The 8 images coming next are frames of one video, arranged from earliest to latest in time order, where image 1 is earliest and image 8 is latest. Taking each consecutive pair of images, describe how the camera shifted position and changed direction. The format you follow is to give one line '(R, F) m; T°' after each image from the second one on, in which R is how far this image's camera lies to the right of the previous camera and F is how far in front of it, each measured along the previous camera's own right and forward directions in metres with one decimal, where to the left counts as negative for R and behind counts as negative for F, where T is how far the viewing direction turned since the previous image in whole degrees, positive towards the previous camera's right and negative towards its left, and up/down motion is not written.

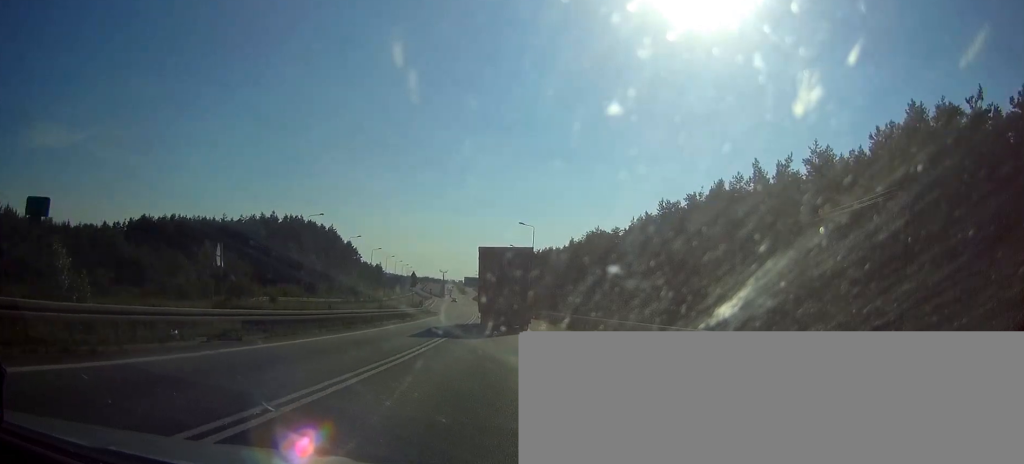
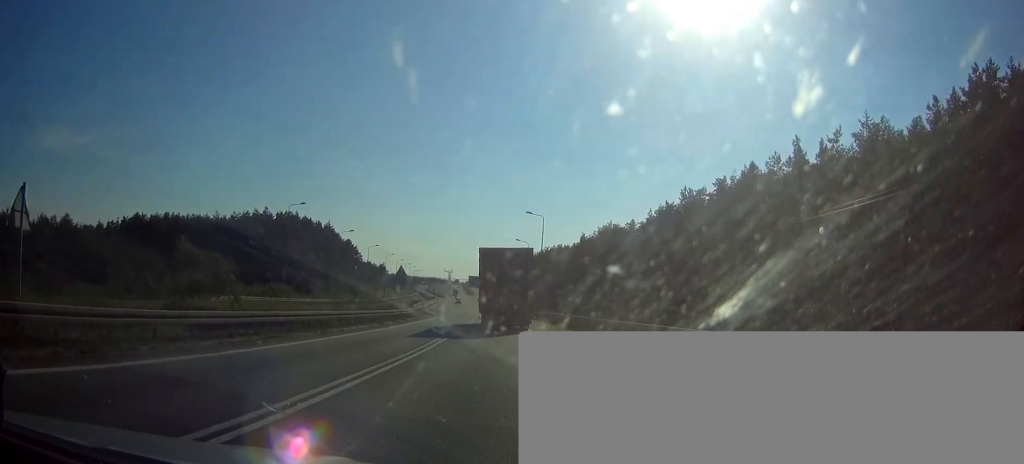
(-0.1, +11.2) m; -1°
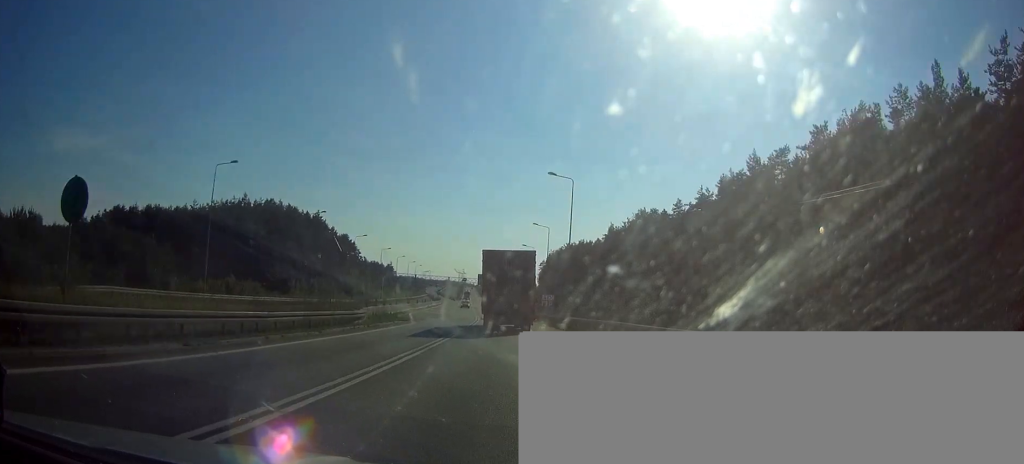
(-0.2, +25.6) m; -1°
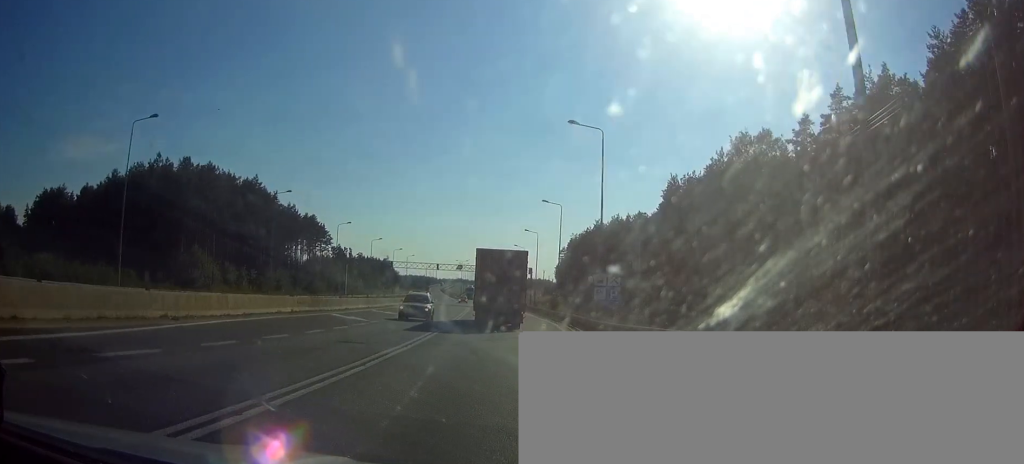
(-1.0, +48.4) m; -2°
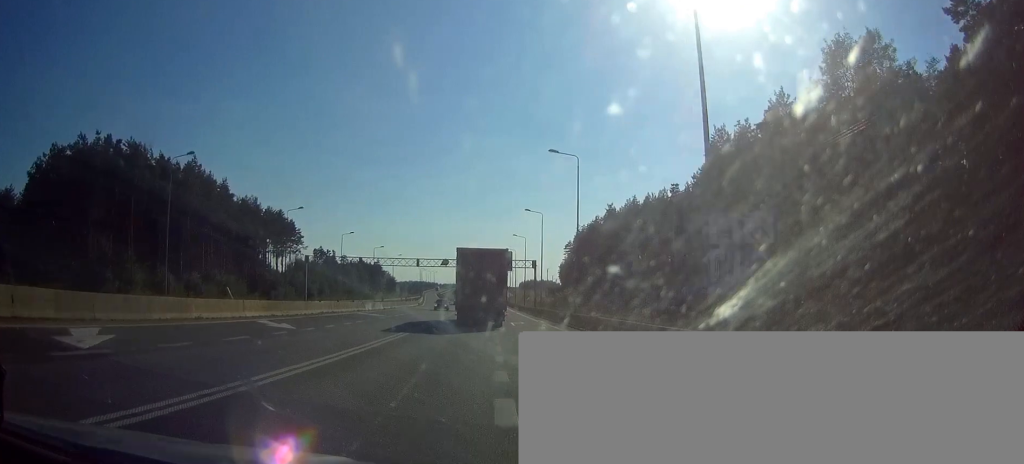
(0.0, +24.4) m; 0°
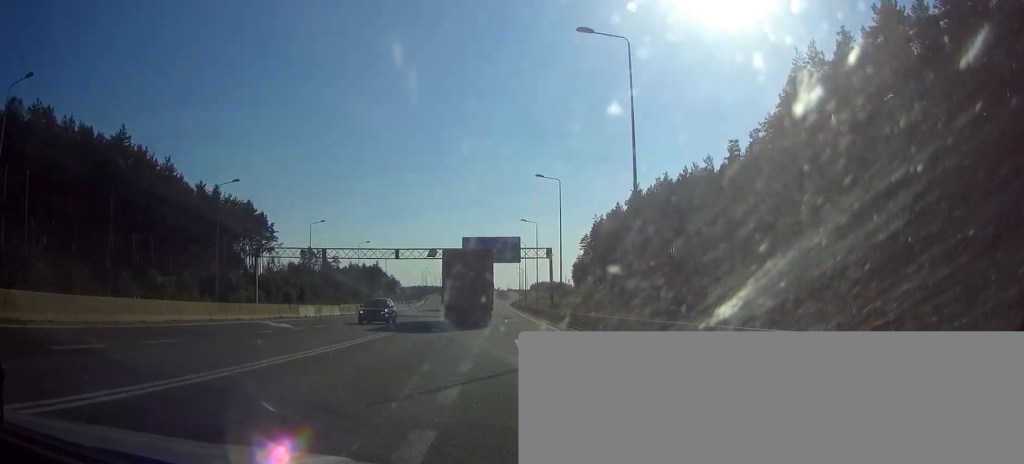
(-0.2, +22.9) m; -1°
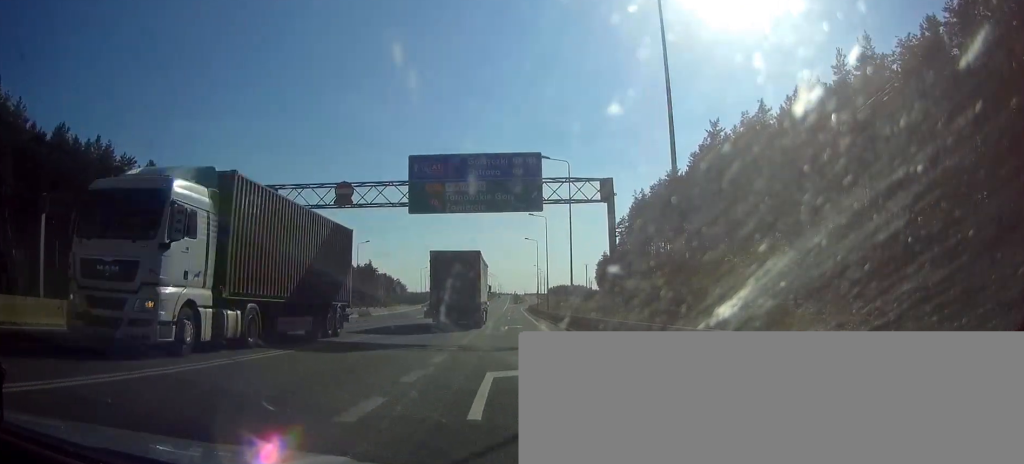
(-0.4, +41.1) m; -1°
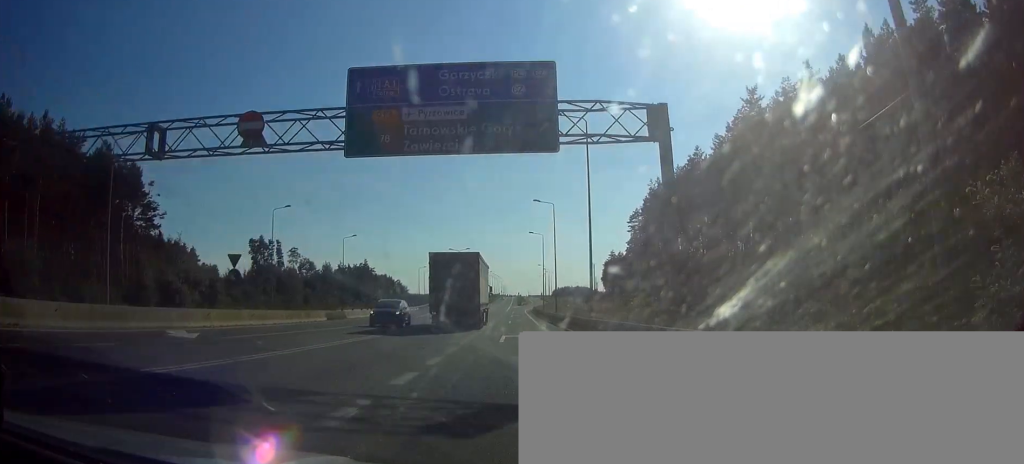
(-0.1, +12.5) m; 0°
